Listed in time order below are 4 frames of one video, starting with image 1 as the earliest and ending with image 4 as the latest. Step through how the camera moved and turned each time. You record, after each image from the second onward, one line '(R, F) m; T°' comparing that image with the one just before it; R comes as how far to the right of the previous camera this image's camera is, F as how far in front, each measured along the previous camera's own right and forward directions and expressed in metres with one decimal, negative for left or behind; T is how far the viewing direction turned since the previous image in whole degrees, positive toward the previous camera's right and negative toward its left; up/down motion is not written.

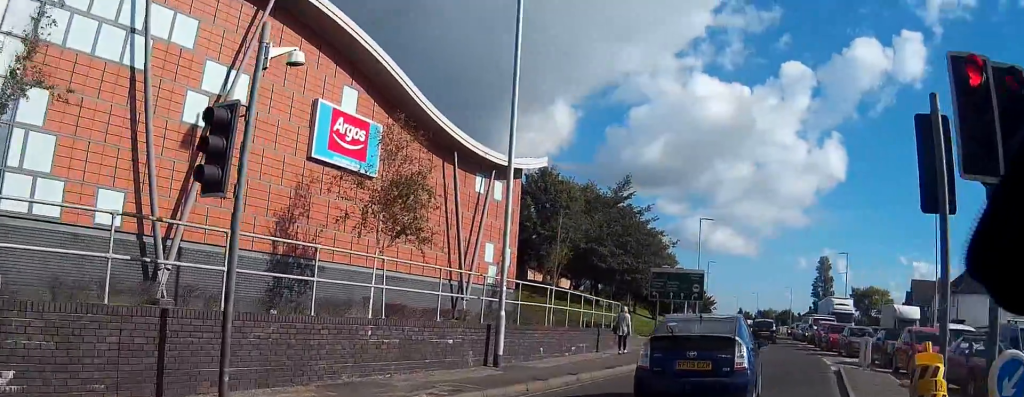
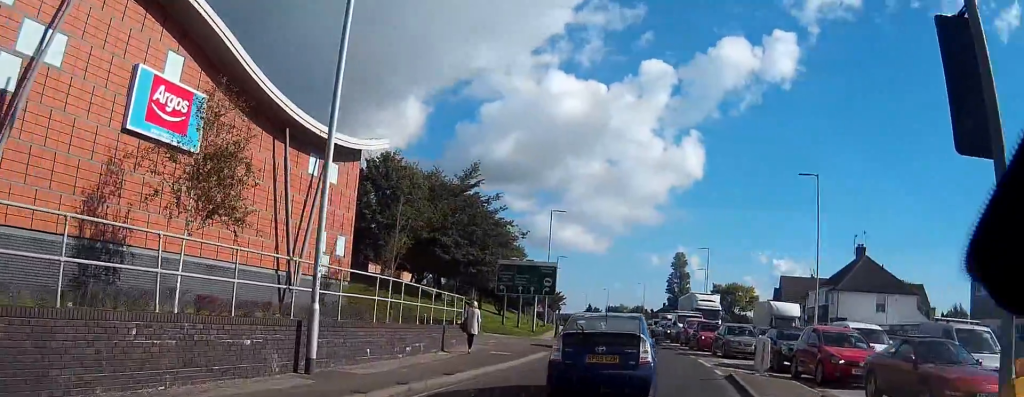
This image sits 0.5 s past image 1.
(+0.2, +3.0) m; +11°
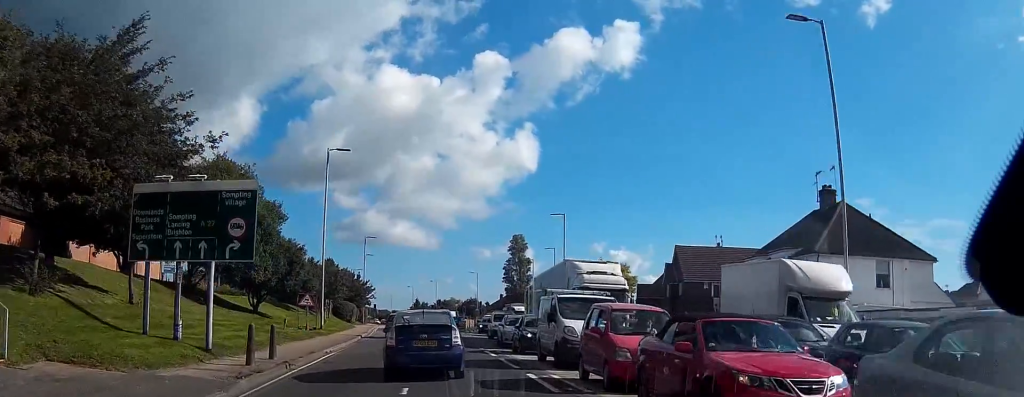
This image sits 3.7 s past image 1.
(+5.3, +24.5) m; +16°
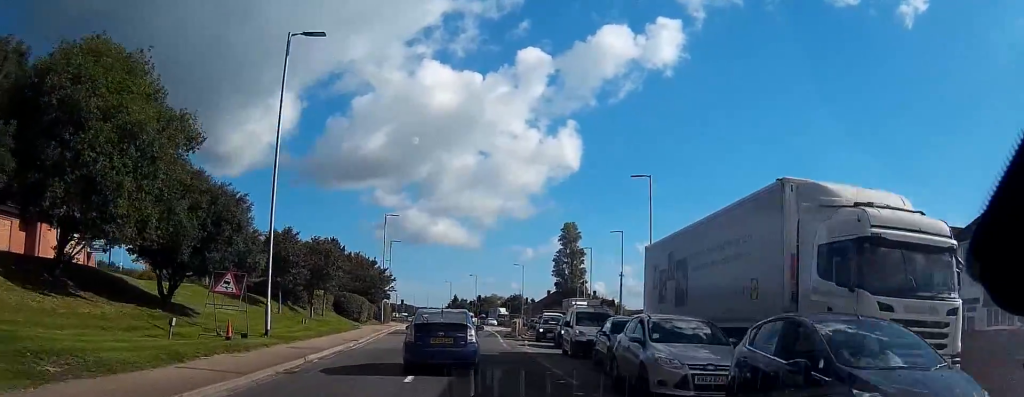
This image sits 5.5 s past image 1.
(-0.3, +20.3) m; -2°
